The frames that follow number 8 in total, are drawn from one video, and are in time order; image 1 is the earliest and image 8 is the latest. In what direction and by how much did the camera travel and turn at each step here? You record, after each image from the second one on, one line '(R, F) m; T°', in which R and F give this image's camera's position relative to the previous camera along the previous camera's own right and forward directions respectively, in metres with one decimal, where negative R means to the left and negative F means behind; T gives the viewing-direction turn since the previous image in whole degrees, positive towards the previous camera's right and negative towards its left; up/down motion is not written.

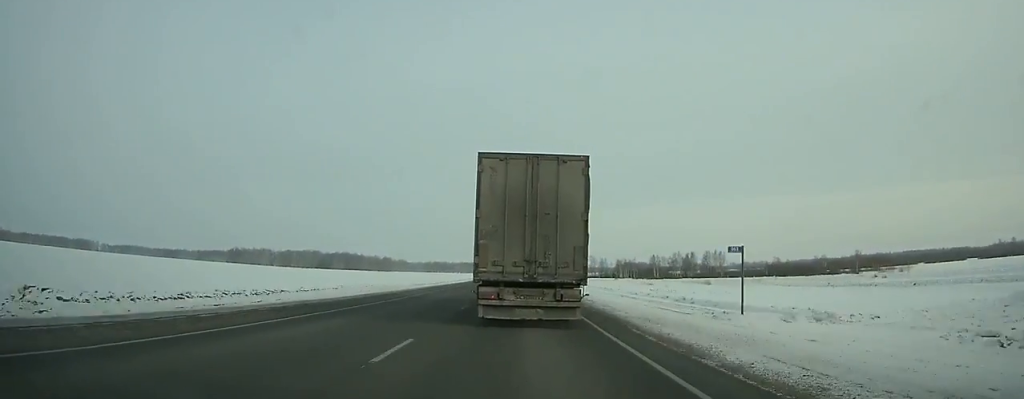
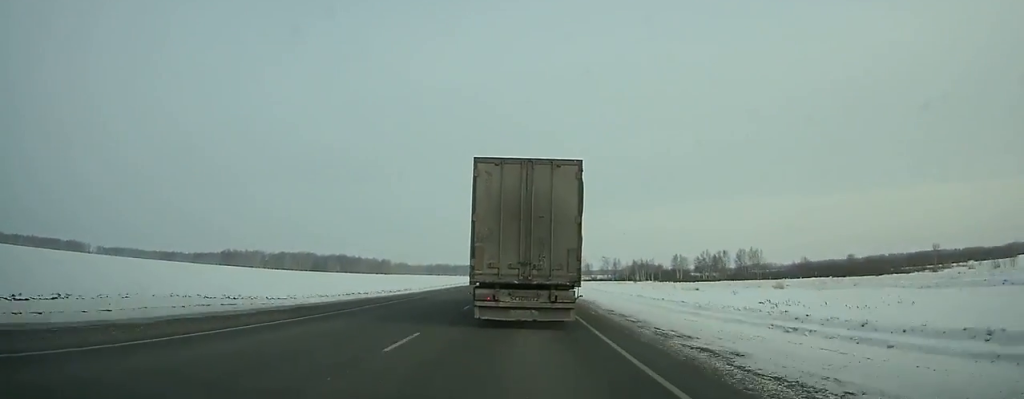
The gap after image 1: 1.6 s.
(0.0, +34.2) m; 0°
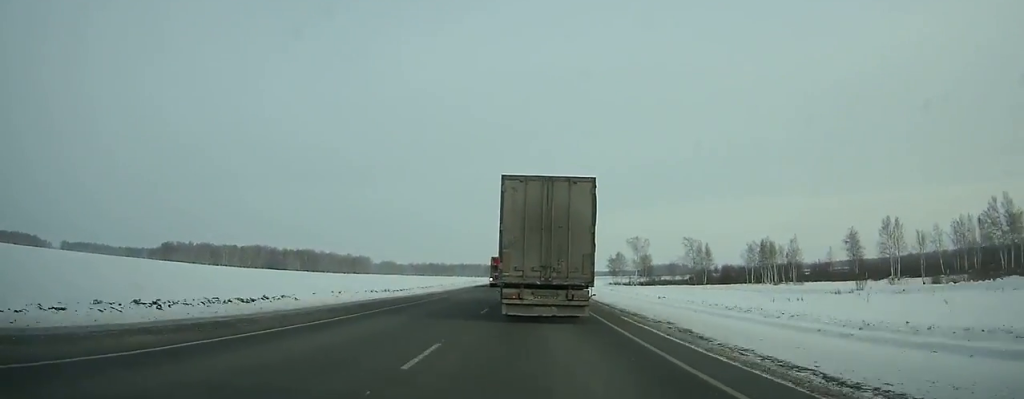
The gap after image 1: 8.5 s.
(-0.1, +147.3) m; 0°
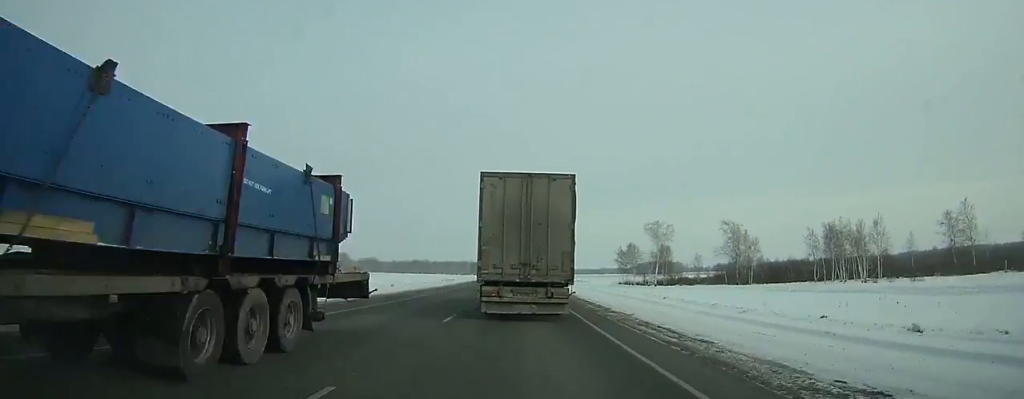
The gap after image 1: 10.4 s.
(+0.1, +40.9) m; 0°
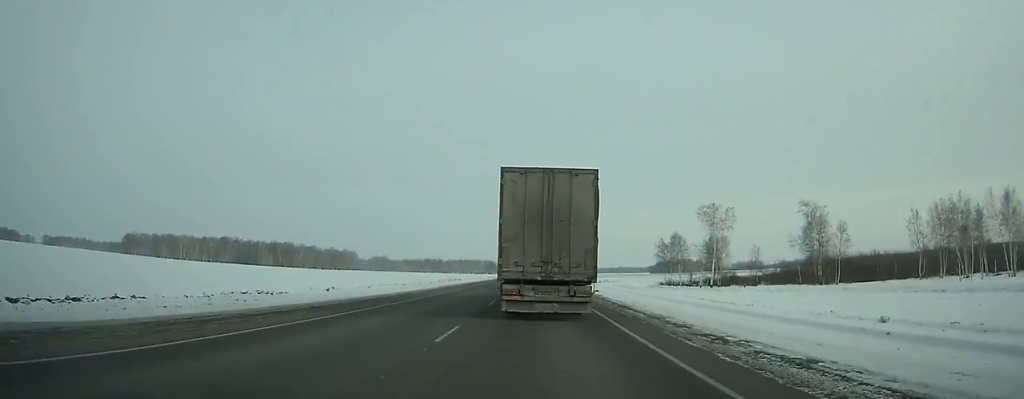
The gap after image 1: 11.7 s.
(-0.1, +28.1) m; 0°
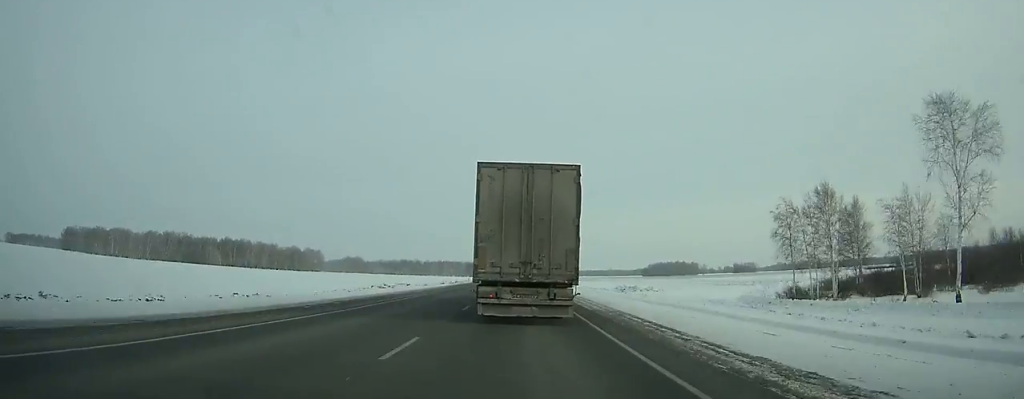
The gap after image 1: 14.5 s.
(0.0, +60.1) m; 0°
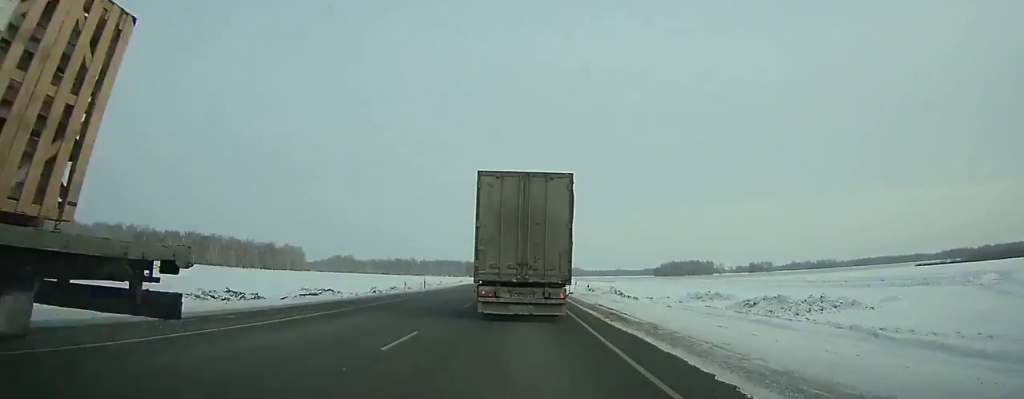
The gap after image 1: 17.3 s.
(0.0, +59.6) m; 0°
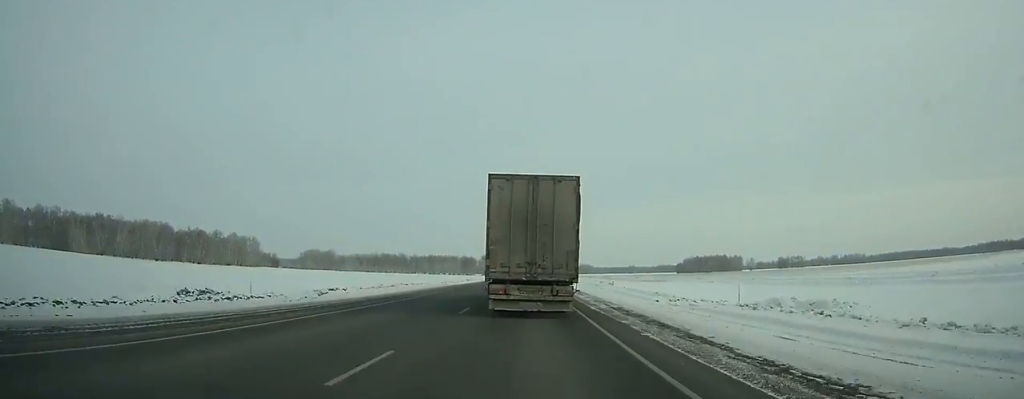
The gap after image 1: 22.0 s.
(-0.3, +98.8) m; 0°
